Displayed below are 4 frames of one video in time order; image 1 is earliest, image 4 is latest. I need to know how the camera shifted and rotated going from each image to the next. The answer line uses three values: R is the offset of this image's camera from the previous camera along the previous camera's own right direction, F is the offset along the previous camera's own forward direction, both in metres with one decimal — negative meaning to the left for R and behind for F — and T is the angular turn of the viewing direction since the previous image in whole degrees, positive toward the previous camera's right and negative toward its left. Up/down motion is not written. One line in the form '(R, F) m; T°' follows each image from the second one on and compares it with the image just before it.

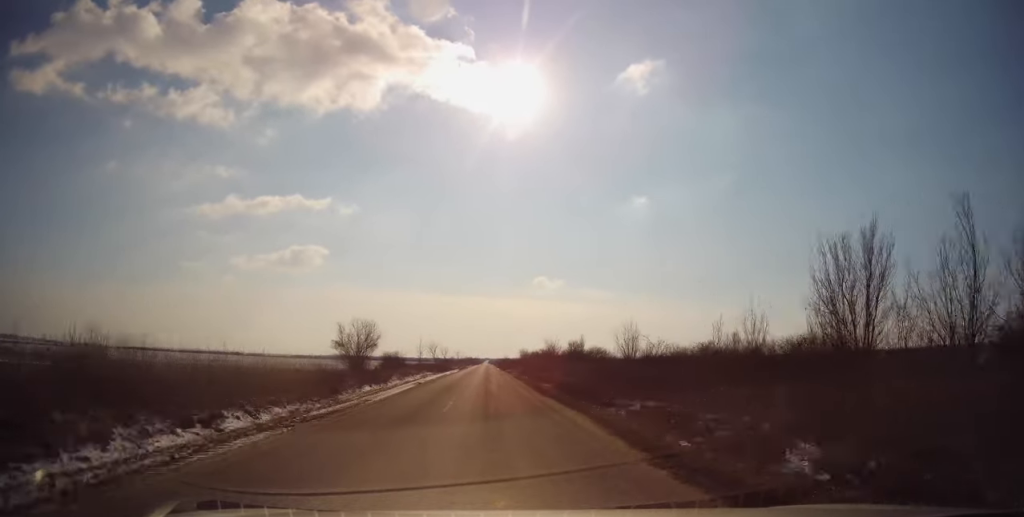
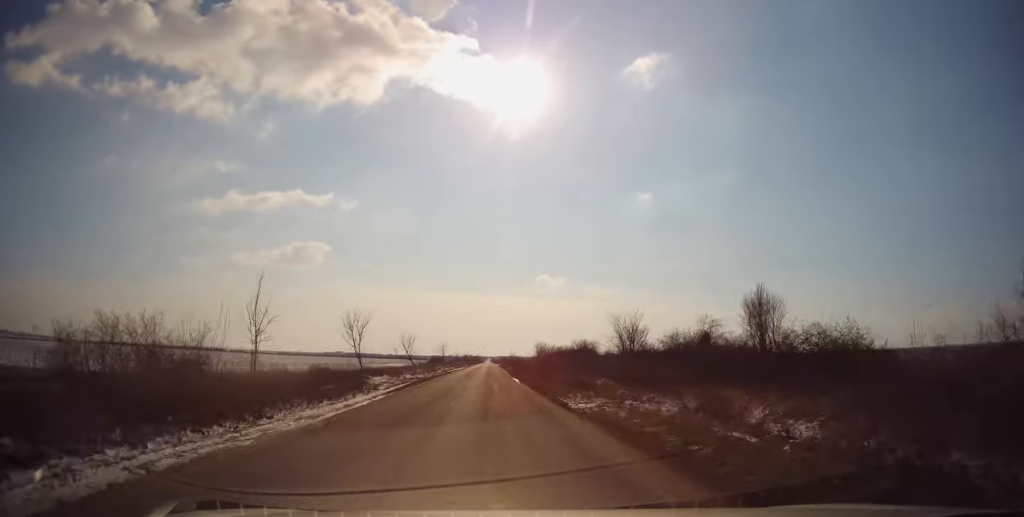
(+0.7, +50.2) m; 0°
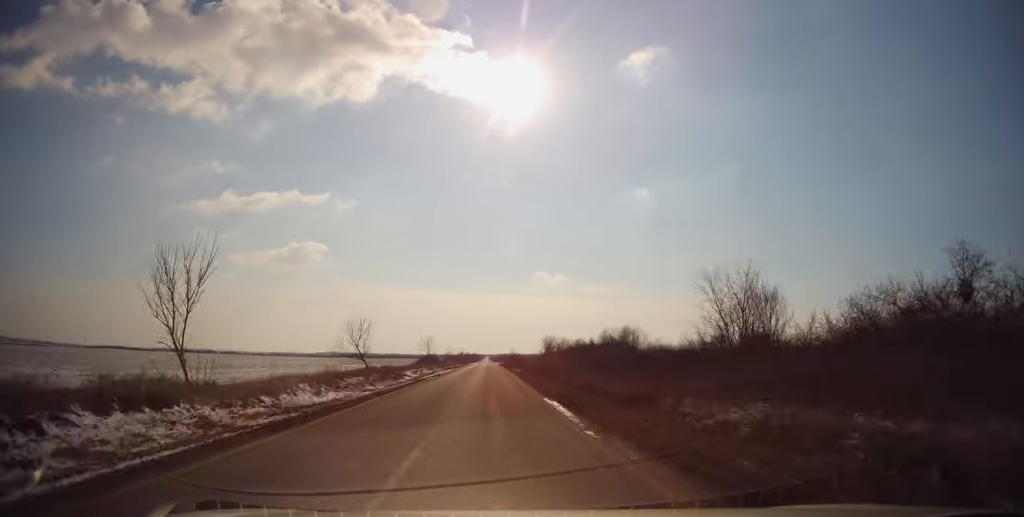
(-0.1, +20.3) m; 0°
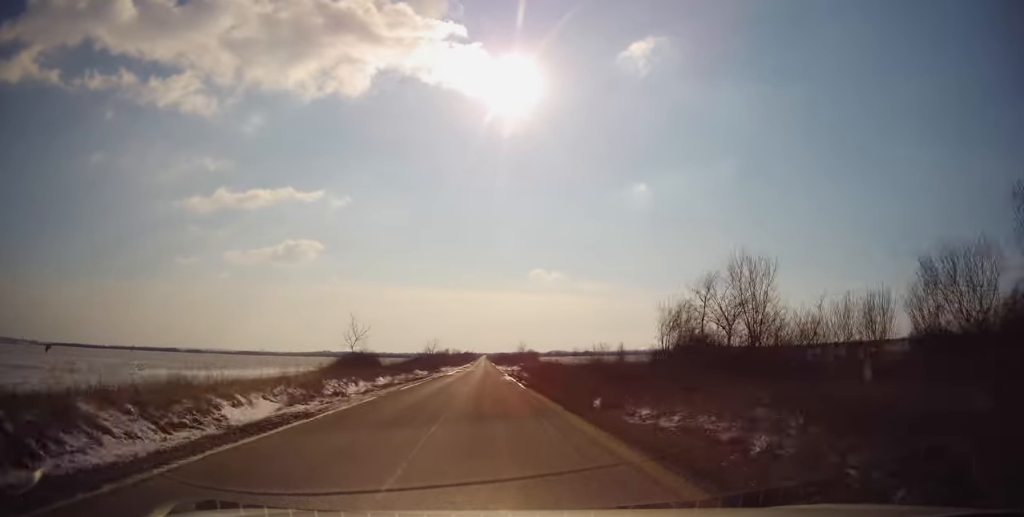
(+0.4, +75.8) m; 0°
